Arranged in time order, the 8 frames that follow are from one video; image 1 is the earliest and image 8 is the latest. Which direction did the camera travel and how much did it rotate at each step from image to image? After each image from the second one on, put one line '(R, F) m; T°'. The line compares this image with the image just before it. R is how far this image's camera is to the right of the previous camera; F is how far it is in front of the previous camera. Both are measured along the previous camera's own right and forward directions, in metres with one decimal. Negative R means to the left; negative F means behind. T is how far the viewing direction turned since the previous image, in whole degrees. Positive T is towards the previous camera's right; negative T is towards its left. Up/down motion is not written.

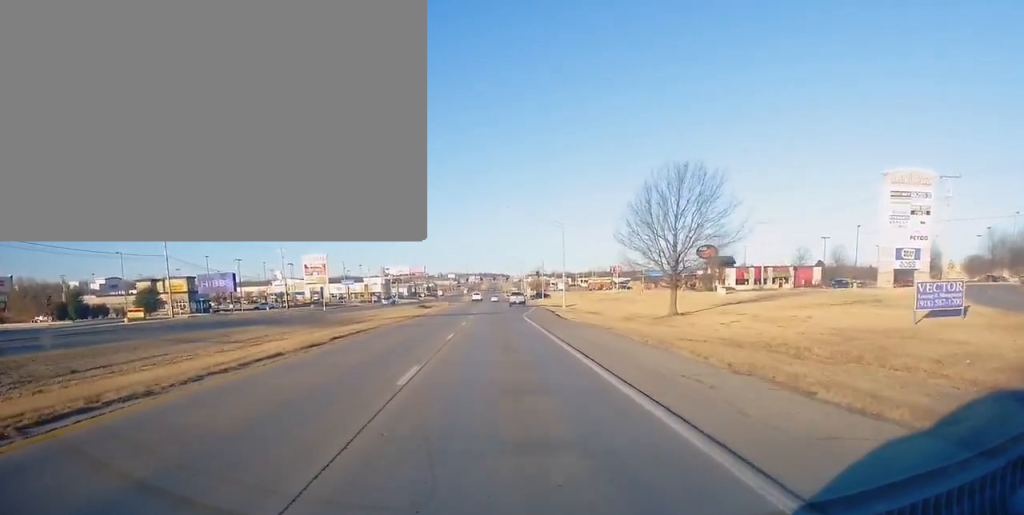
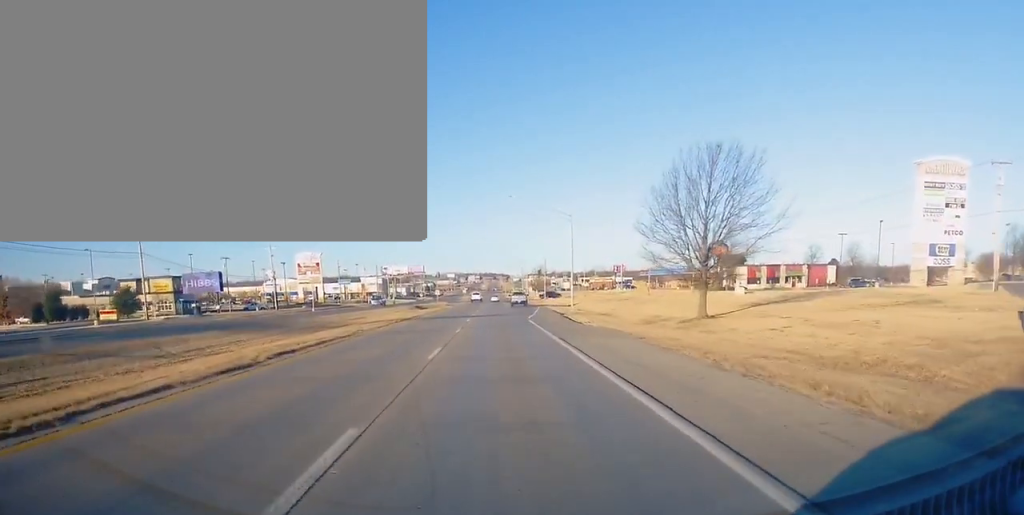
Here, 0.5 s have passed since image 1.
(+0.1, +8.1) m; +1°
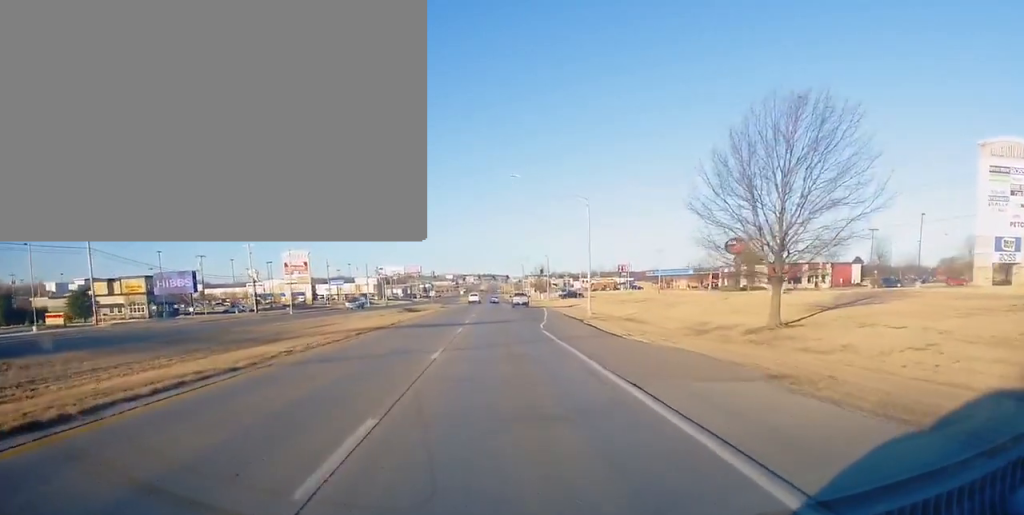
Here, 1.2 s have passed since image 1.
(0.0, +13.0) m; 0°
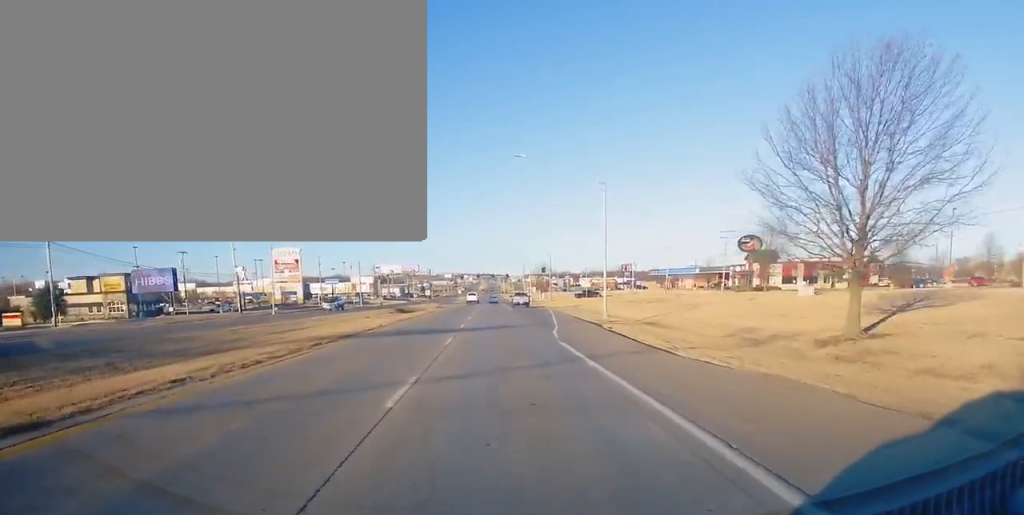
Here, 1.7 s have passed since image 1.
(0.0, +8.4) m; 0°
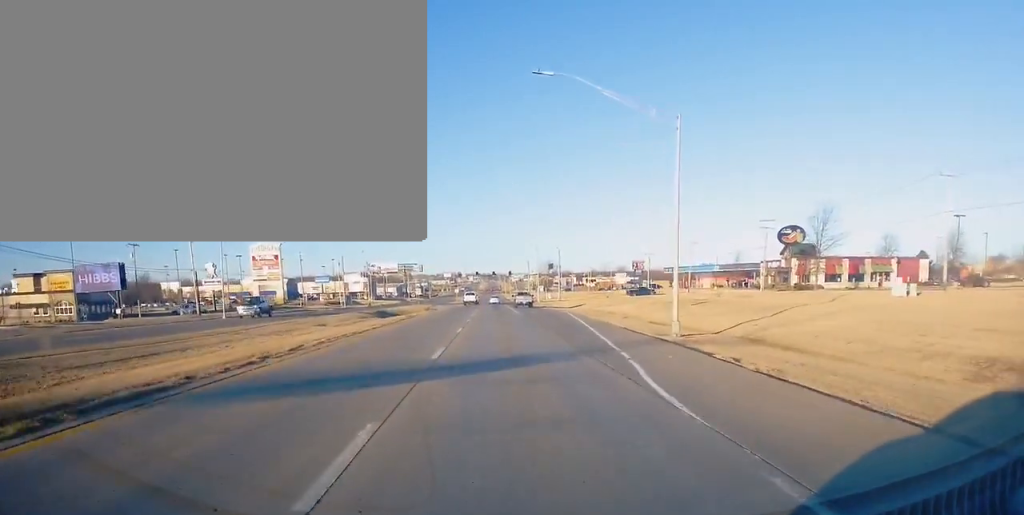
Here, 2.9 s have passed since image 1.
(0.0, +19.2) m; 0°
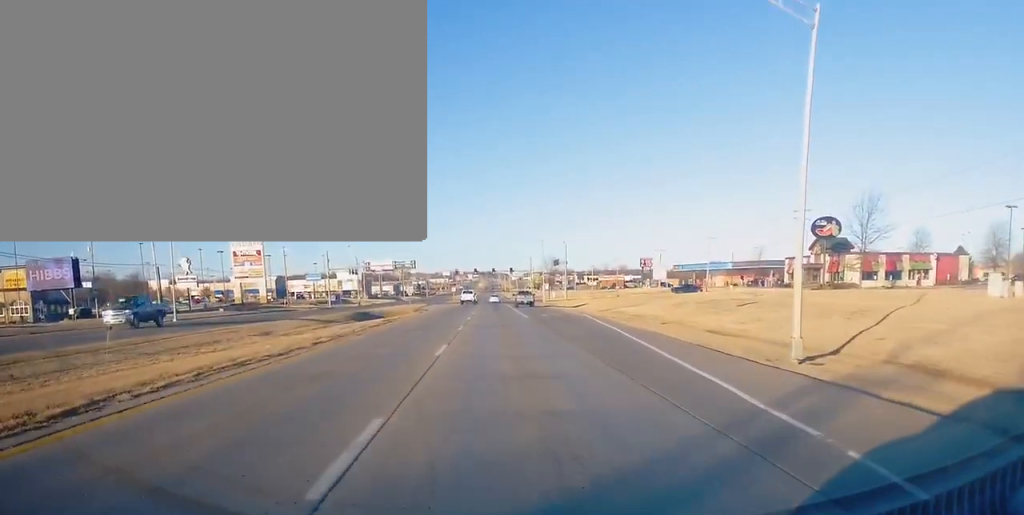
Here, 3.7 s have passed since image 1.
(0.0, +13.1) m; 0°
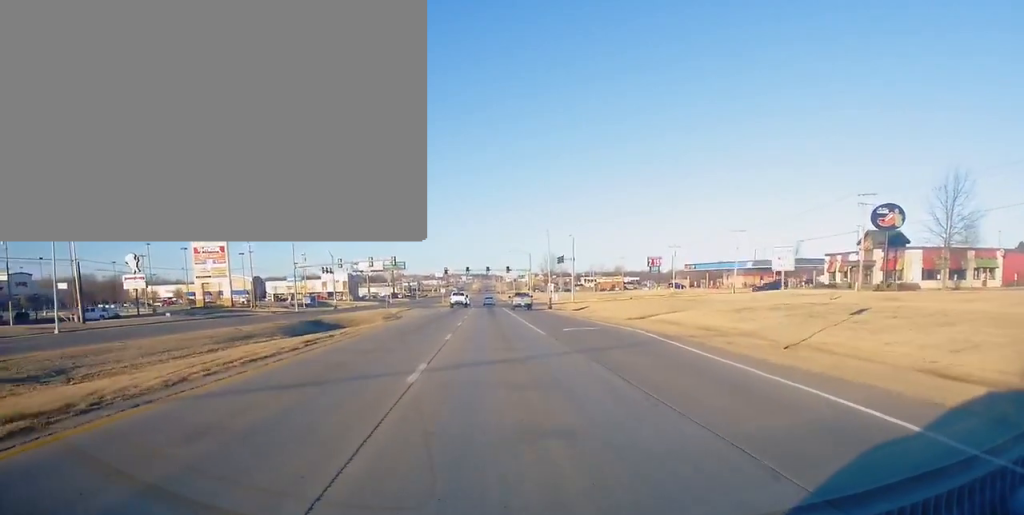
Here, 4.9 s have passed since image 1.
(0.0, +19.4) m; 0°
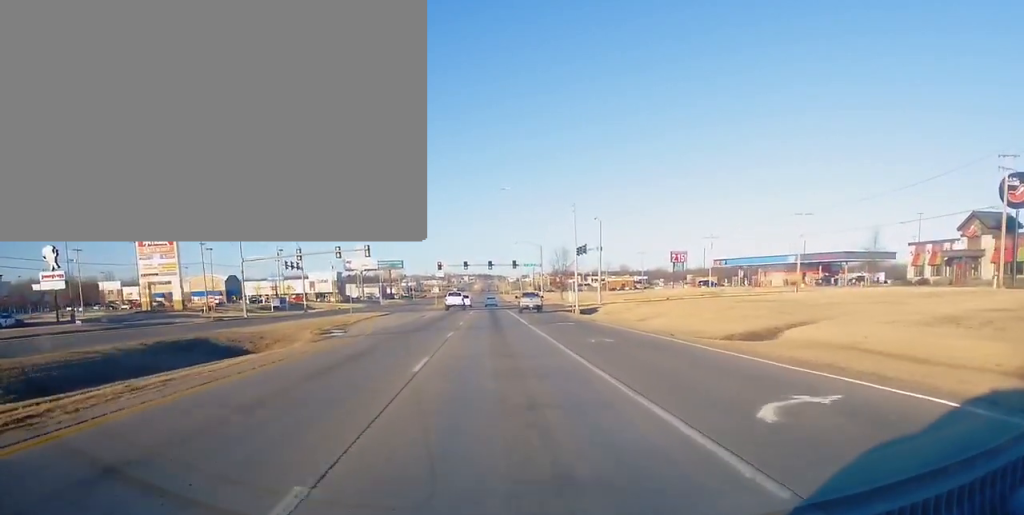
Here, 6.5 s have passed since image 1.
(0.0, +25.0) m; 0°
